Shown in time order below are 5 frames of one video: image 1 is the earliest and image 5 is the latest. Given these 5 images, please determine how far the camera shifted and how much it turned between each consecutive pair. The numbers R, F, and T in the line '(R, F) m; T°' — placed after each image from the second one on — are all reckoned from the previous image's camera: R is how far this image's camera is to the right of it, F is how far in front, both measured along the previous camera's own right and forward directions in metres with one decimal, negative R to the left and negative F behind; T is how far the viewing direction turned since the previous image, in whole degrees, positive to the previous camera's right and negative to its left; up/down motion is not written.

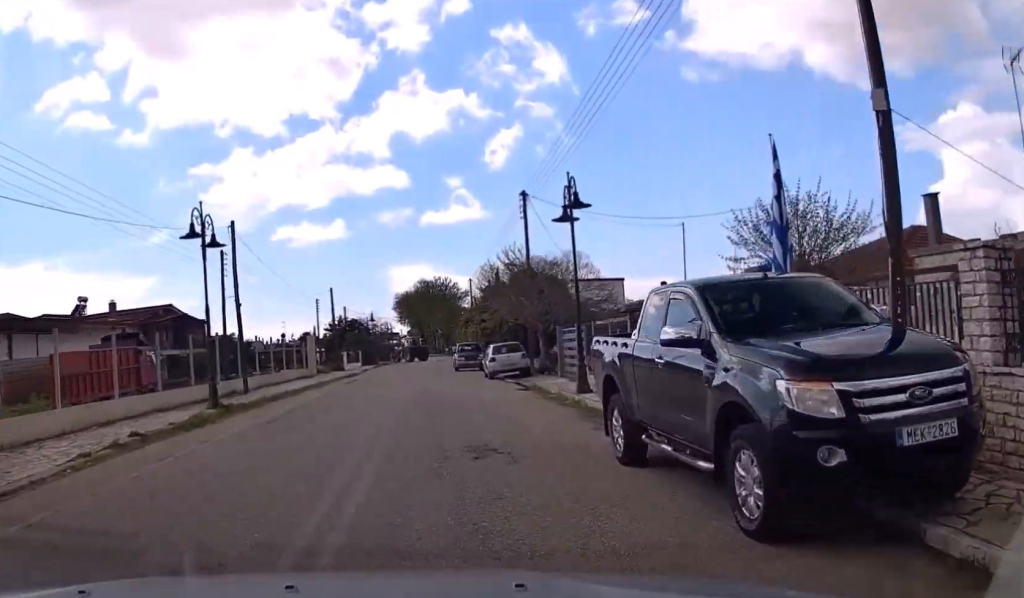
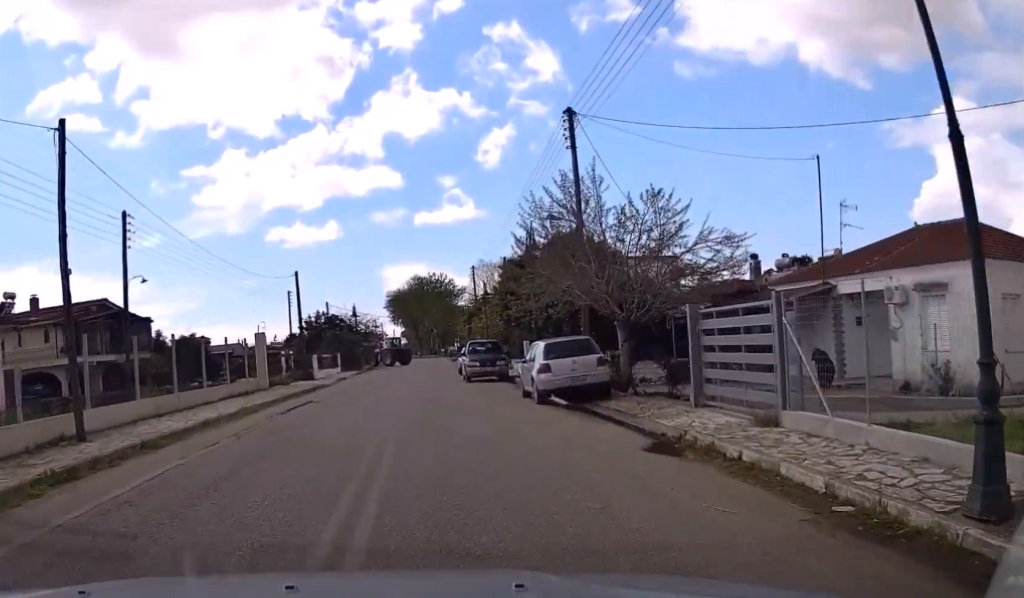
(+0.1, +13.9) m; +1°
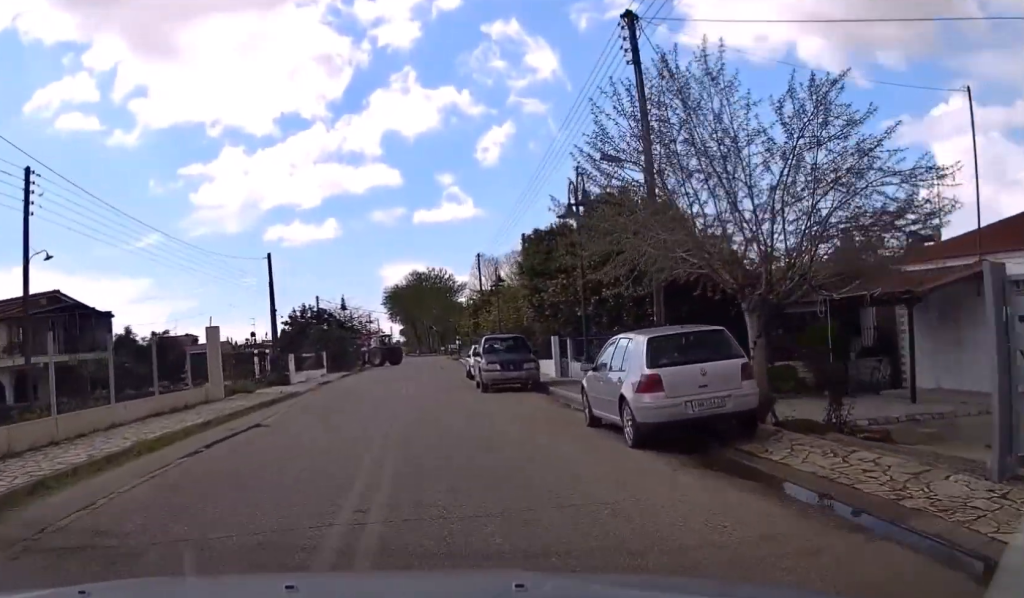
(0.0, +7.8) m; 0°
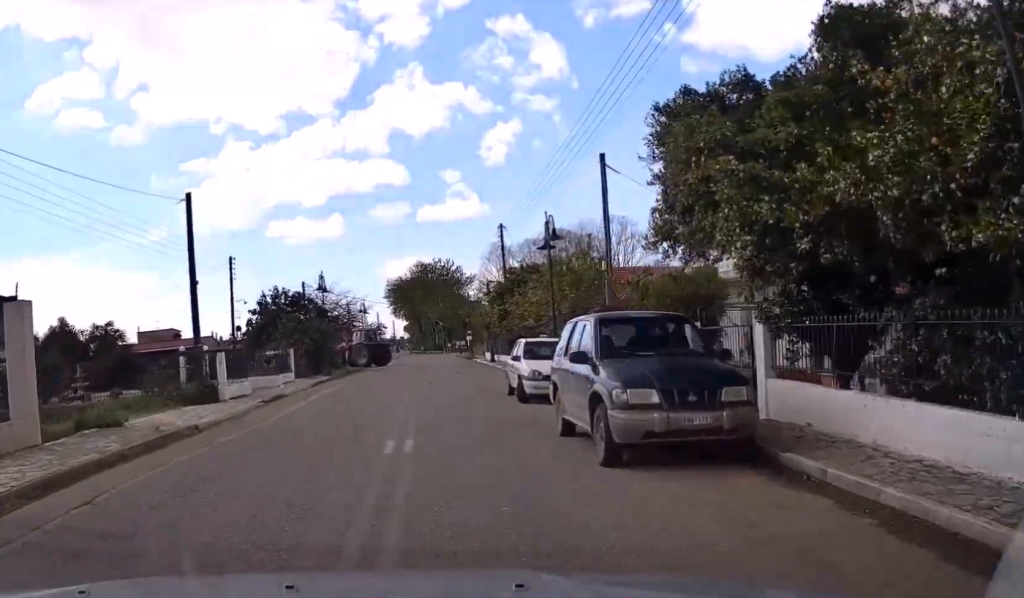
(0.0, +13.9) m; 0°
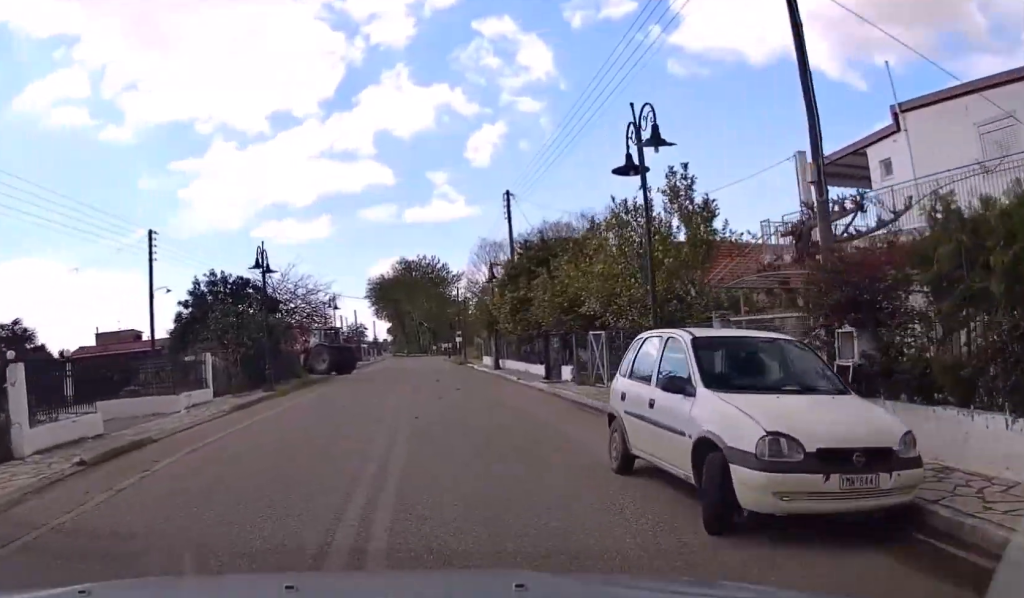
(0.0, +11.4) m; +1°
